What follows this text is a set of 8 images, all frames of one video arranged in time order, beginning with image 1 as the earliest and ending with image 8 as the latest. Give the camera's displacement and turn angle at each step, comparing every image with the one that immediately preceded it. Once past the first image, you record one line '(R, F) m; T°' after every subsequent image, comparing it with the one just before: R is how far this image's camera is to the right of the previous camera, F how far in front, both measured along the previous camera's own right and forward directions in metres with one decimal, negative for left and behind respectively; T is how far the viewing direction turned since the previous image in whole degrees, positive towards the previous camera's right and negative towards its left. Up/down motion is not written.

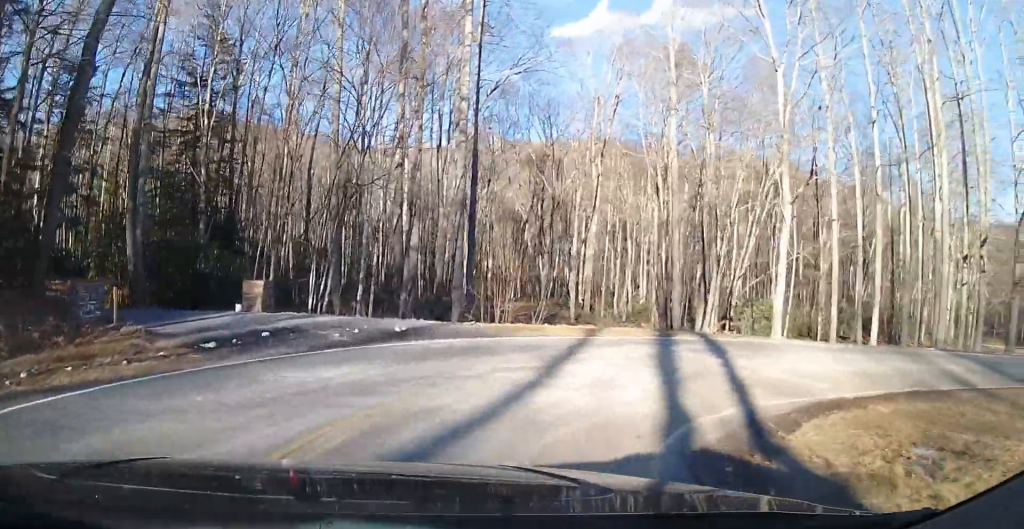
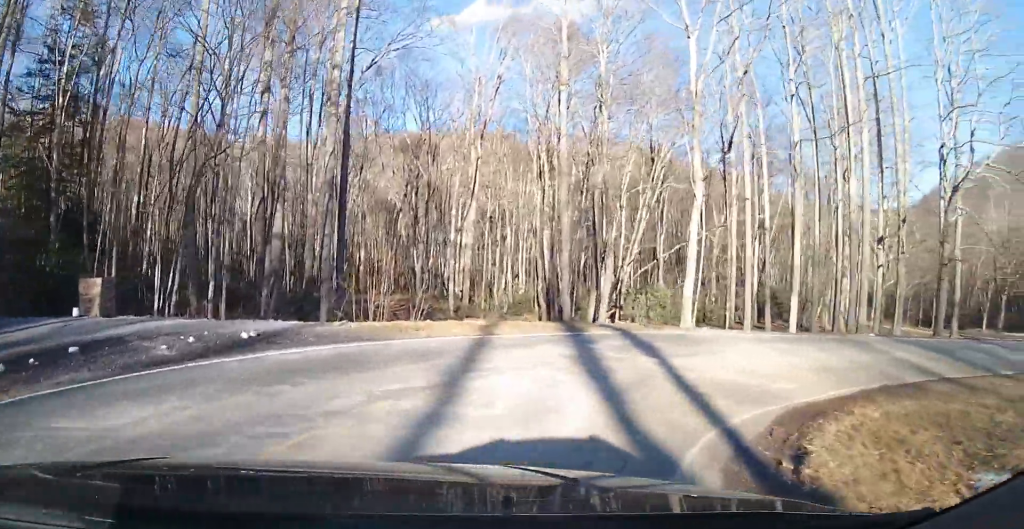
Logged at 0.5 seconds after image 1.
(+0.6, +3.1) m; +12°
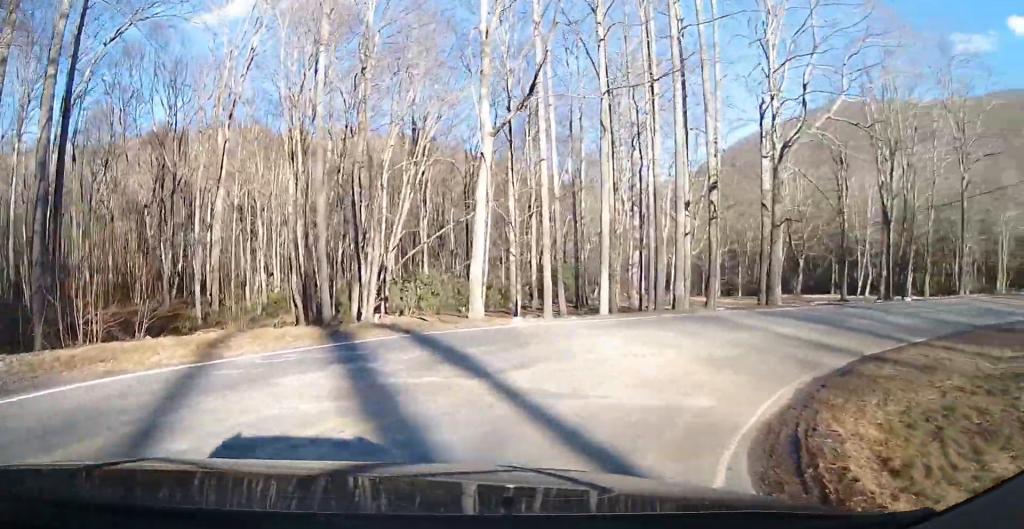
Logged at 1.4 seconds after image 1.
(+0.9, +4.7) m; +22°
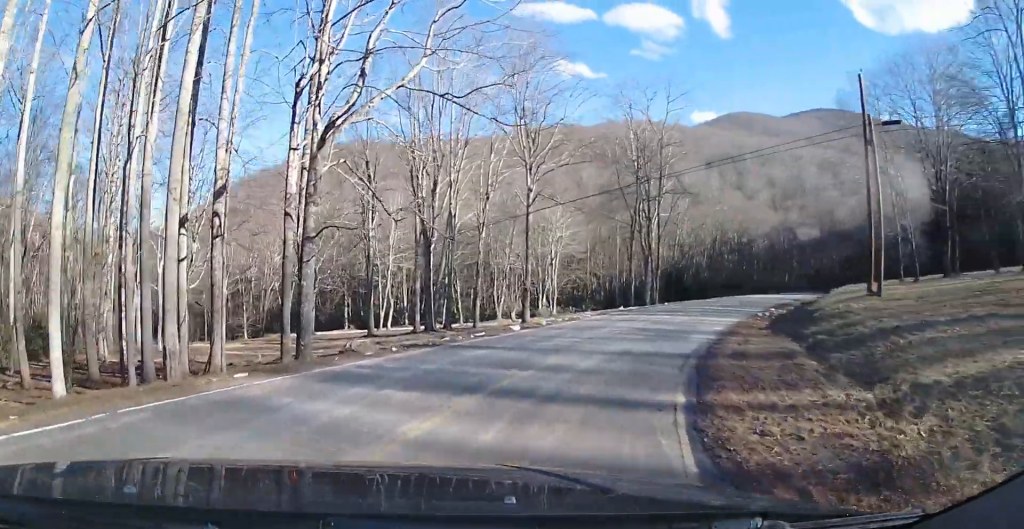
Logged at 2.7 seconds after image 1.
(+2.5, +6.7) m; +44°
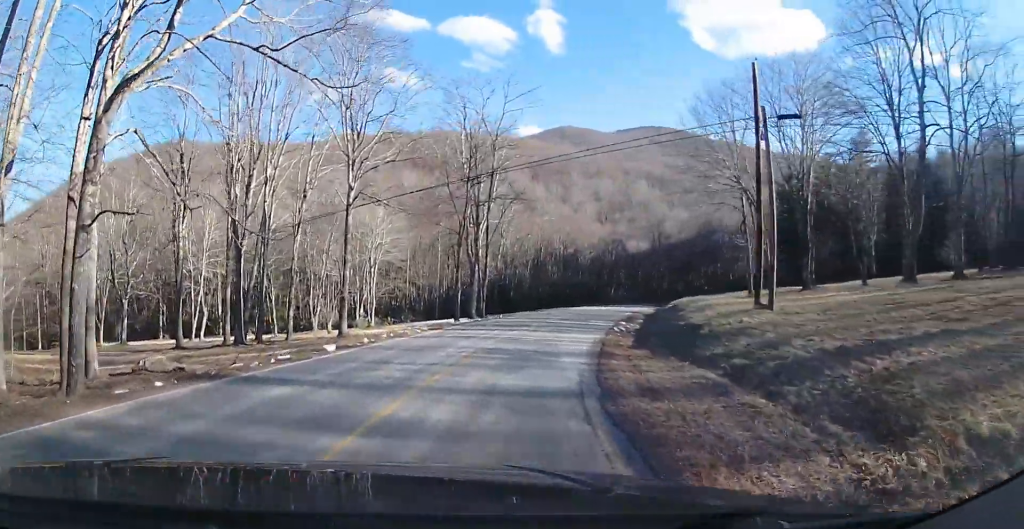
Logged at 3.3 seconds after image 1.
(+0.5, +3.1) m; +17°
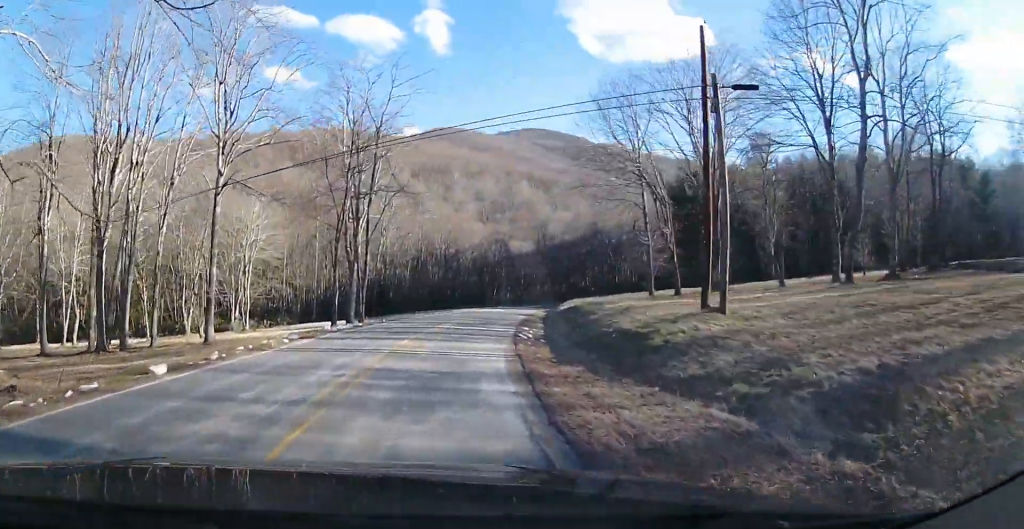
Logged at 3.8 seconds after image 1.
(+0.4, +3.1) m; +11°
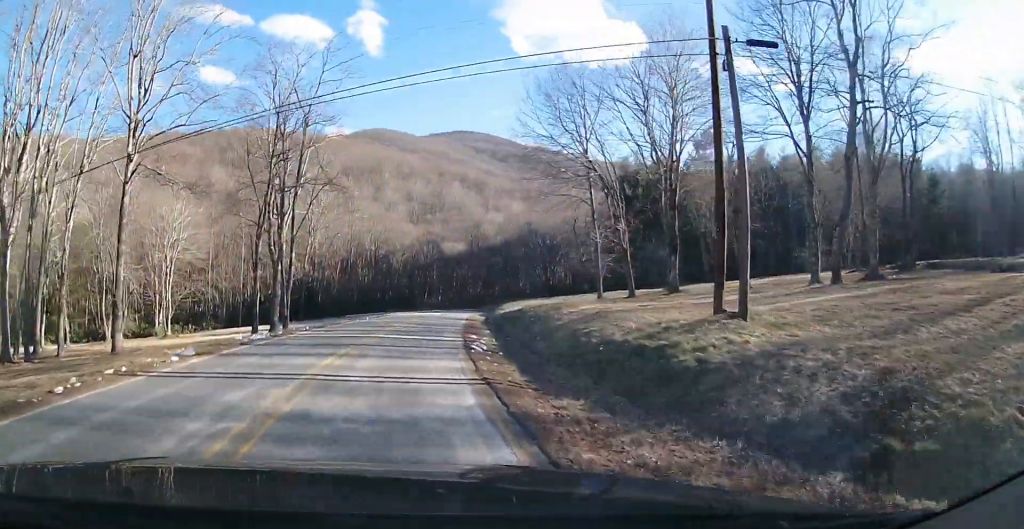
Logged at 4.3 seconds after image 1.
(+0.3, +3.0) m; +10°
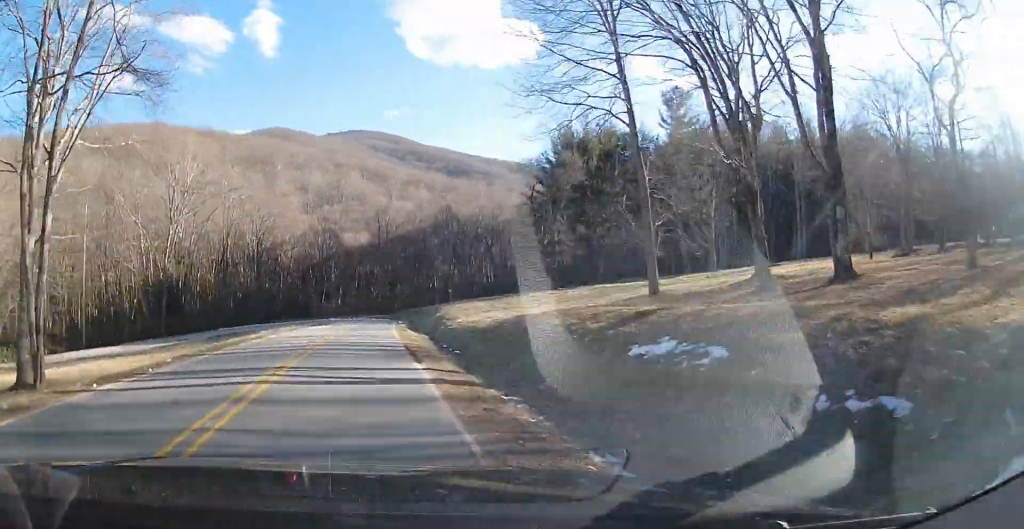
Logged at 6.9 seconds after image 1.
(+6.0, +18.3) m; +25°
